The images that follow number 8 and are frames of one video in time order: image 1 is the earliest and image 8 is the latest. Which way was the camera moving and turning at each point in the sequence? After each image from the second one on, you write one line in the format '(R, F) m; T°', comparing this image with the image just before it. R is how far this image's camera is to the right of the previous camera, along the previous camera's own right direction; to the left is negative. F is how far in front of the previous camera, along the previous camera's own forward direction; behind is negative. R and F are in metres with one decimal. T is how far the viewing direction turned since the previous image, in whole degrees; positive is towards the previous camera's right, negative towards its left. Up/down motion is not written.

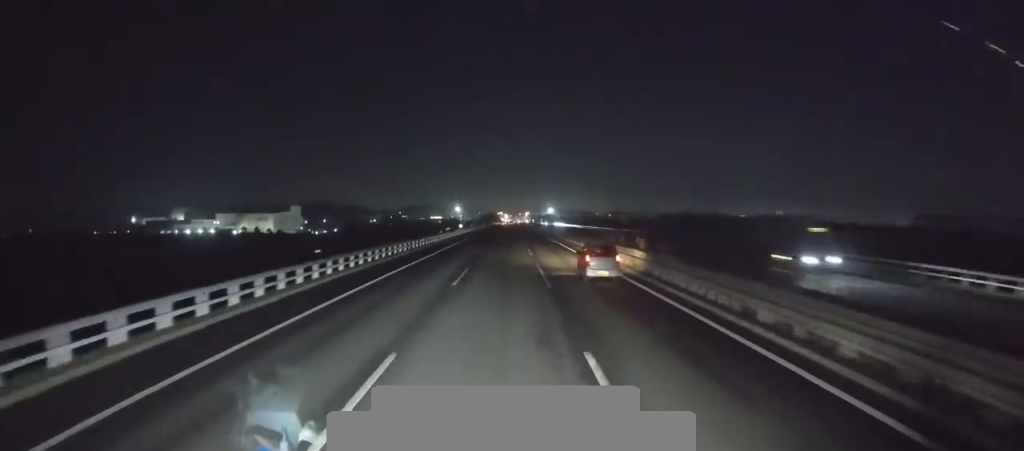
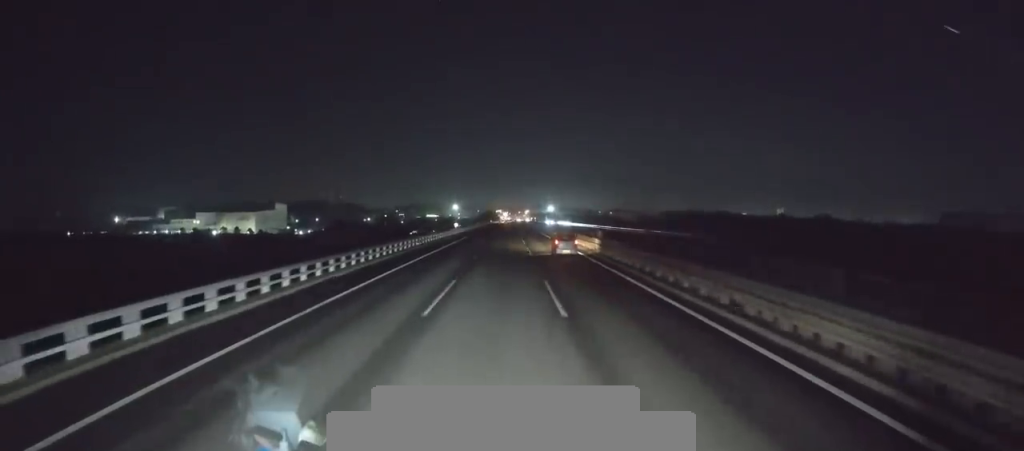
(+0.2, +27.3) m; +1°
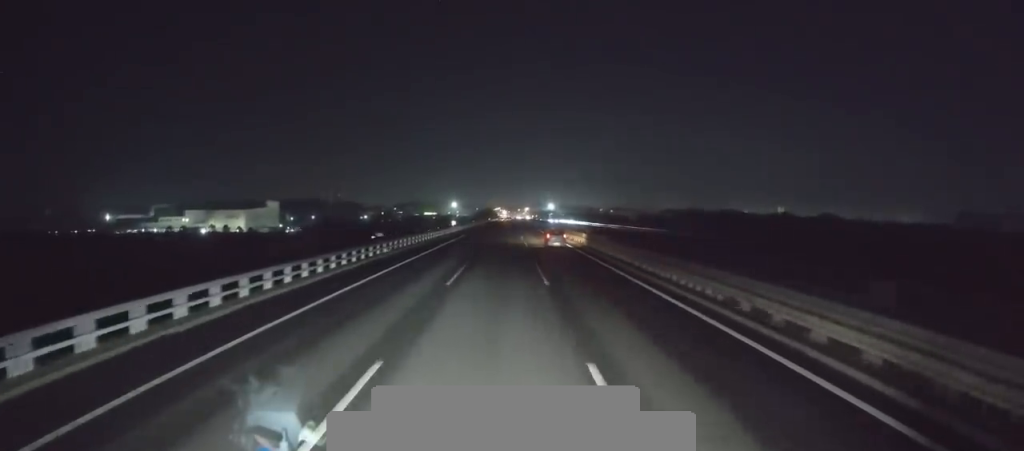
(+0.1, +14.0) m; 0°
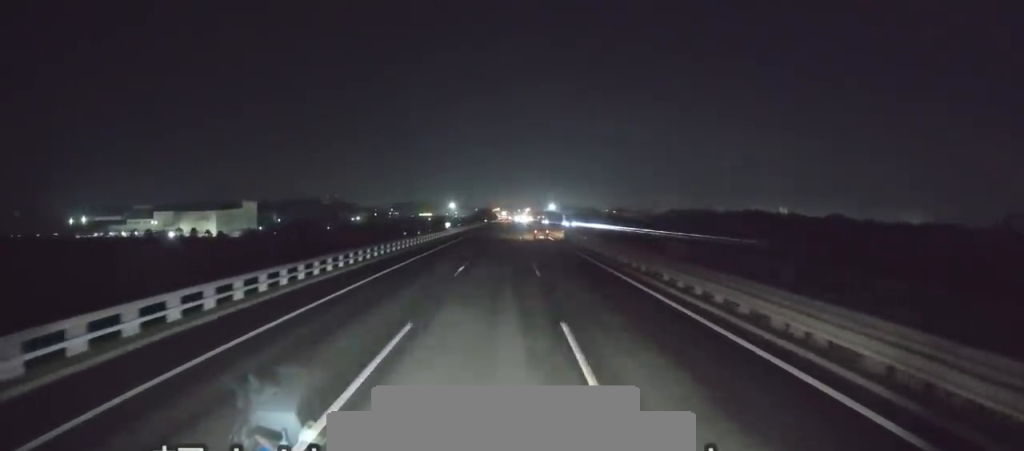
(-0.7, +39.1) m; -1°
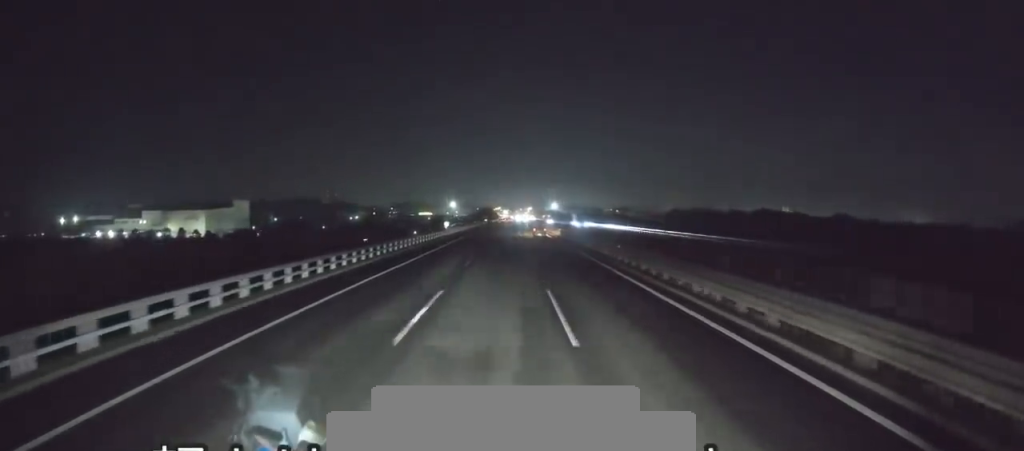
(+0.1, +16.4) m; 0°
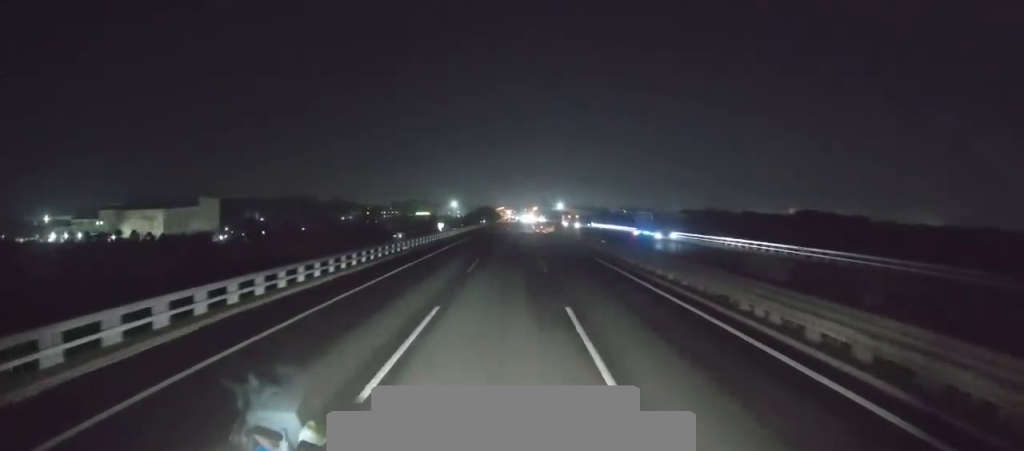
(+0.2, +55.9) m; 0°
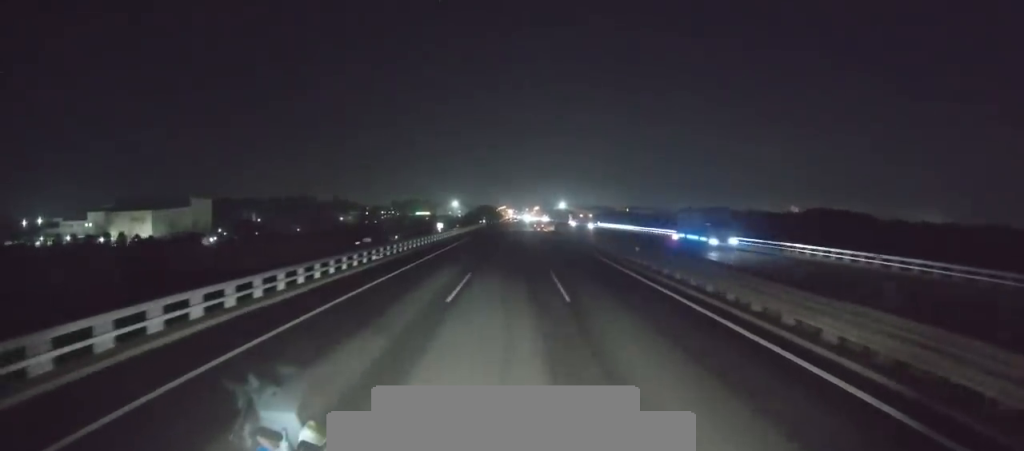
(+0.1, +13.0) m; 0°
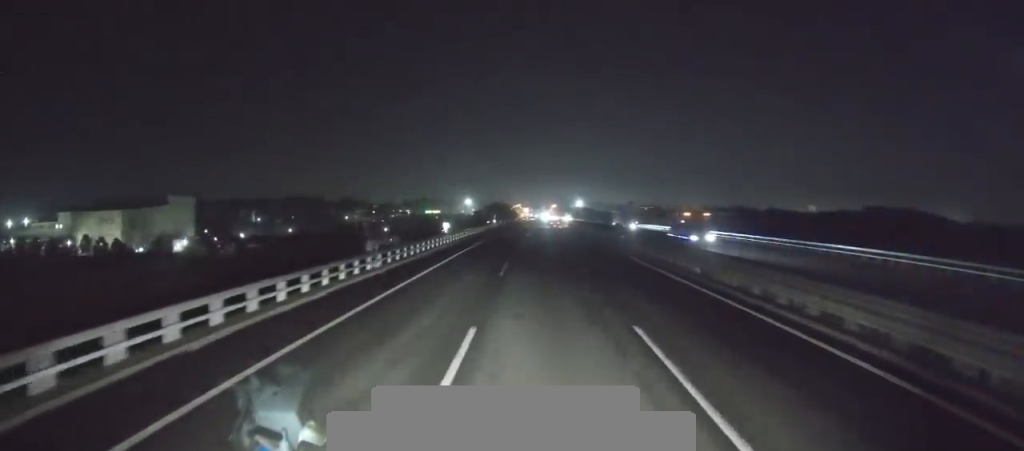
(-0.6, +37.2) m; -2°
